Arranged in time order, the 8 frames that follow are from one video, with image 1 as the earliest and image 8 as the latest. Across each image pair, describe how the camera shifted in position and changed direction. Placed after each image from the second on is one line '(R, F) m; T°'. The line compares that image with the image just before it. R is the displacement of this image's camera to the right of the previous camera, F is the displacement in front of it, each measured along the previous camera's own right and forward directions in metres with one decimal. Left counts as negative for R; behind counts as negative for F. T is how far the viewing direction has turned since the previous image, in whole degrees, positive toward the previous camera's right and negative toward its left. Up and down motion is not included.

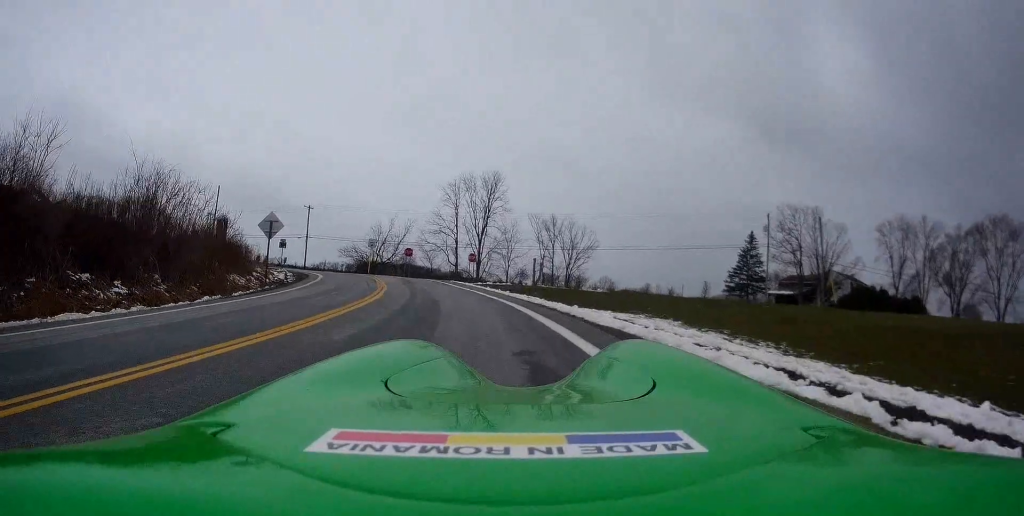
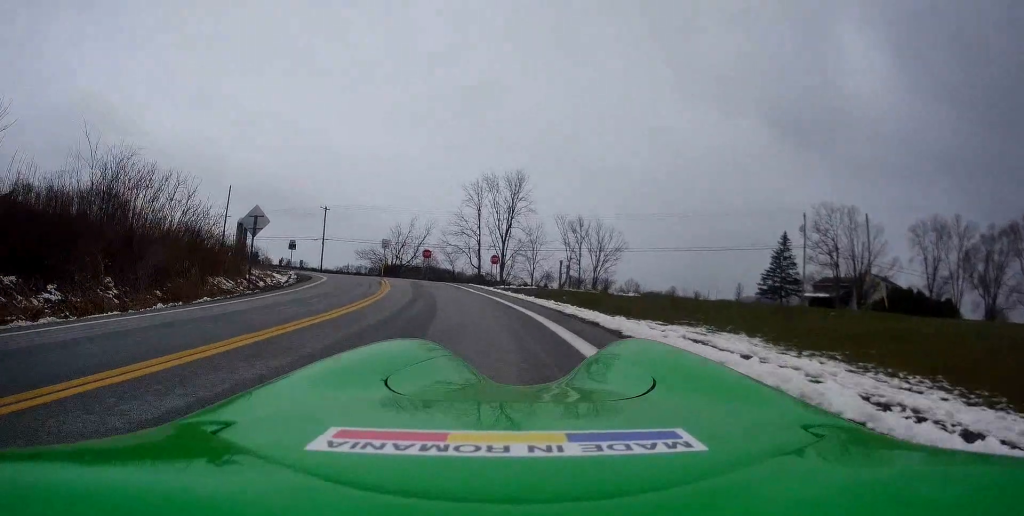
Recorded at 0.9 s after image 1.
(0.0, +3.7) m; -5°
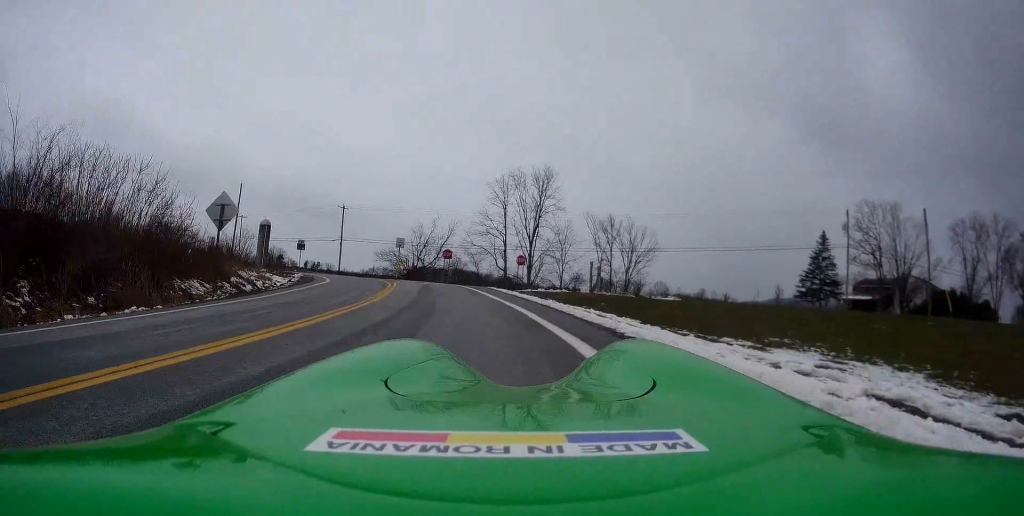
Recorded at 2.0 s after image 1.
(-0.5, +4.7) m; -7°
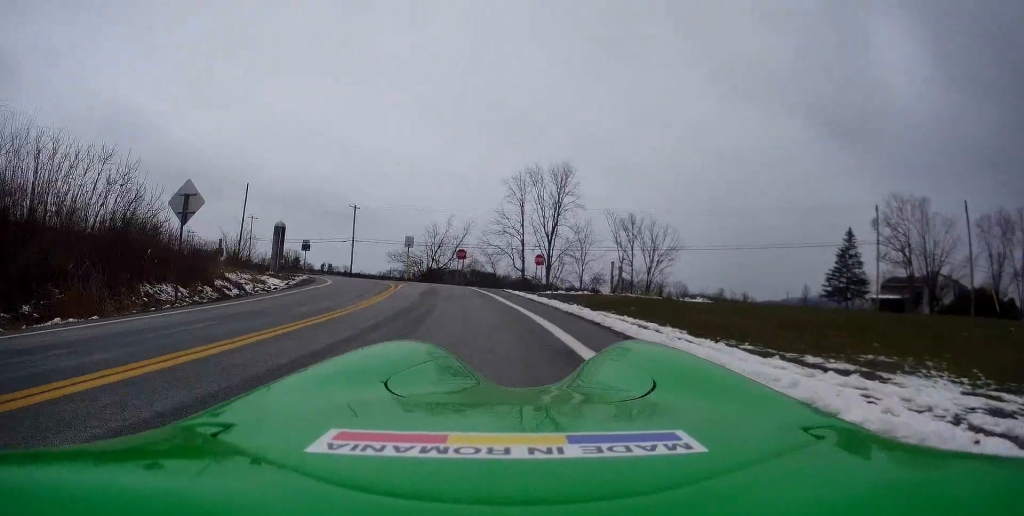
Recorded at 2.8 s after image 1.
(0.0, +3.1) m; 0°
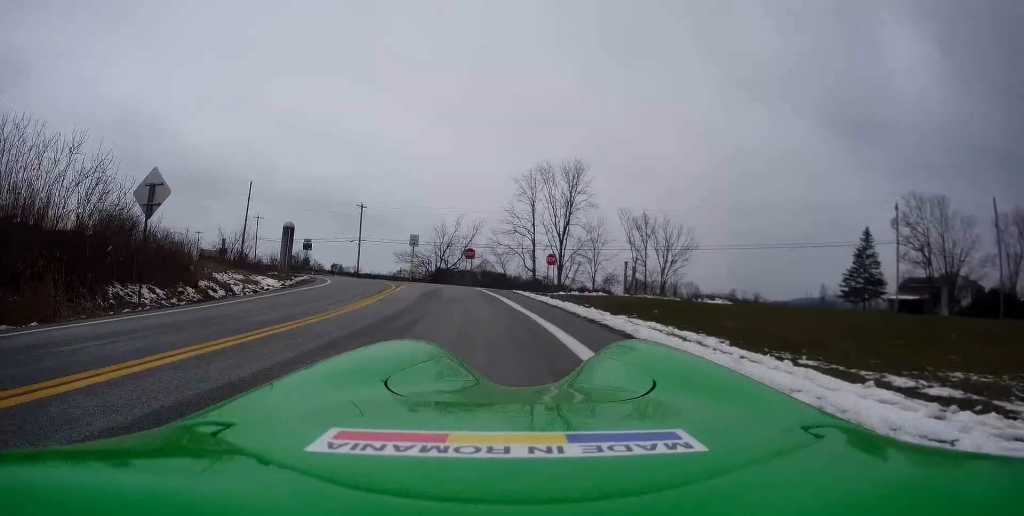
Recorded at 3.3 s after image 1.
(+0.1, +2.2) m; +1°
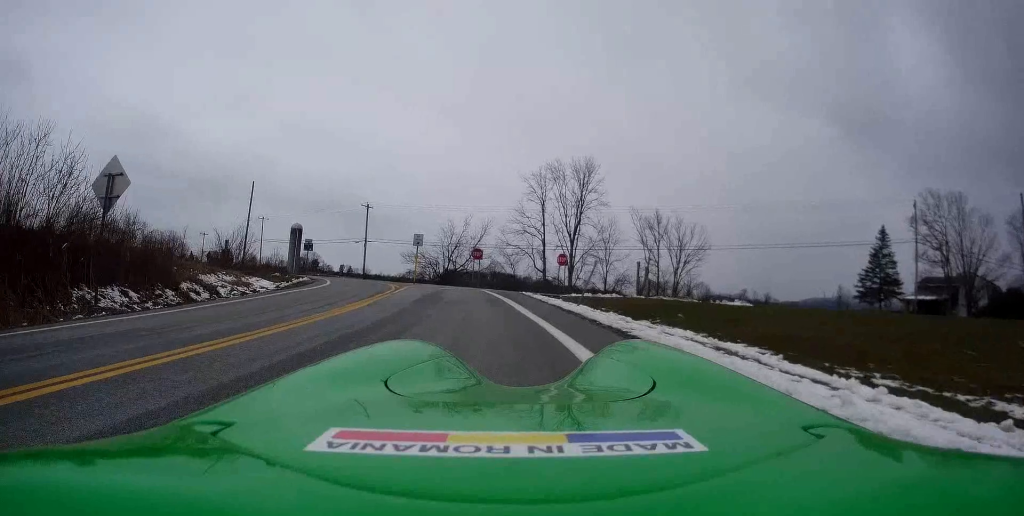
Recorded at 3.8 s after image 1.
(0.0, +2.0) m; -1°
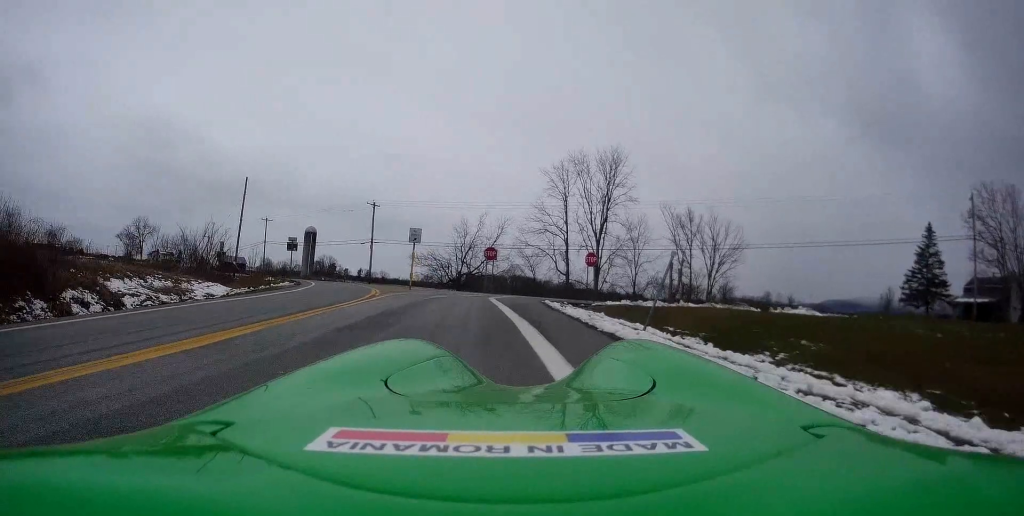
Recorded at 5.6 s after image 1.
(-0.2, +7.4) m; -3°
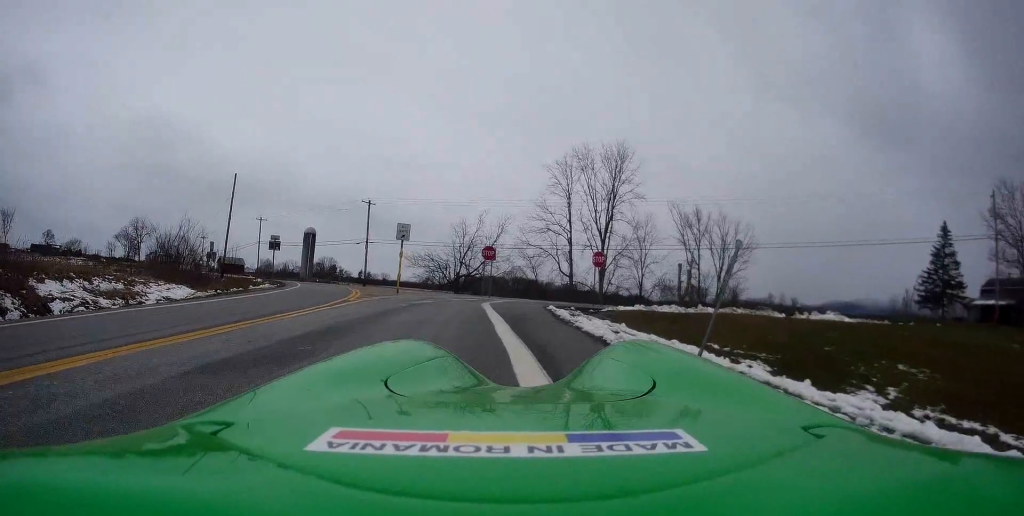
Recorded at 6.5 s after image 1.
(+0.1, +3.2) m; -3°
